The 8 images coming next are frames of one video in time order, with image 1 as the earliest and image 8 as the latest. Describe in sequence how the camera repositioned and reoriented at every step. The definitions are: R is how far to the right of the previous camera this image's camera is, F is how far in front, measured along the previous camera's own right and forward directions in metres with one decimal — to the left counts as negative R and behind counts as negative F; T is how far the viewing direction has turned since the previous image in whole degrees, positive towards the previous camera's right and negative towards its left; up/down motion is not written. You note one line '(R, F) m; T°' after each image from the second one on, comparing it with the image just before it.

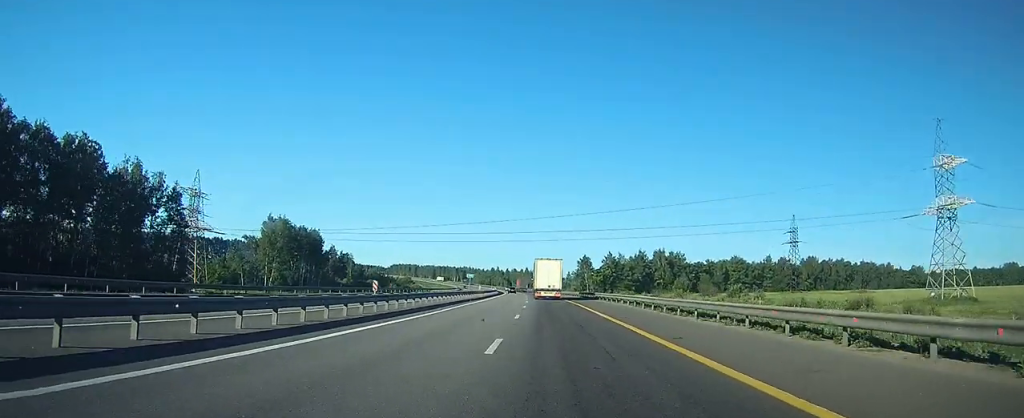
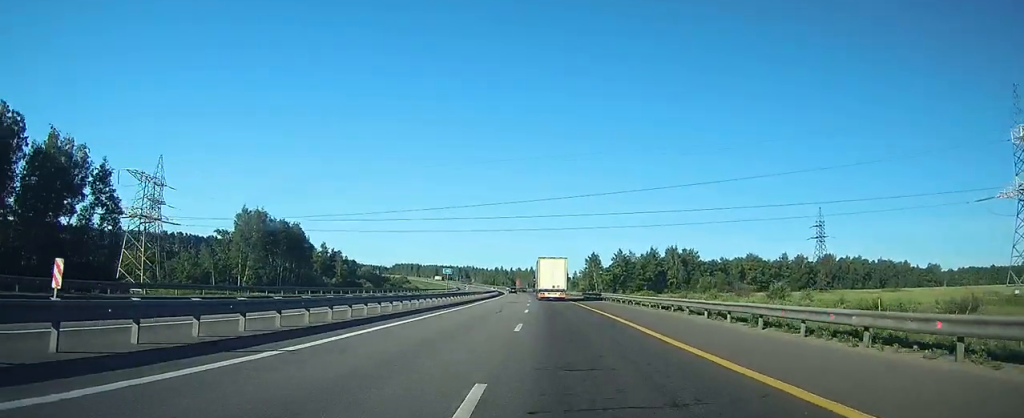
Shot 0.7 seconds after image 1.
(-0.1, +18.4) m; 0°
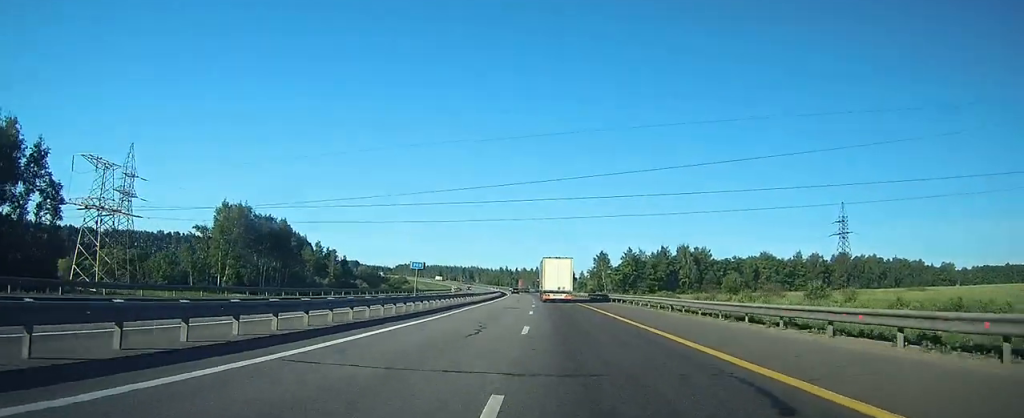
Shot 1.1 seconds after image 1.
(0.0, +12.7) m; 0°
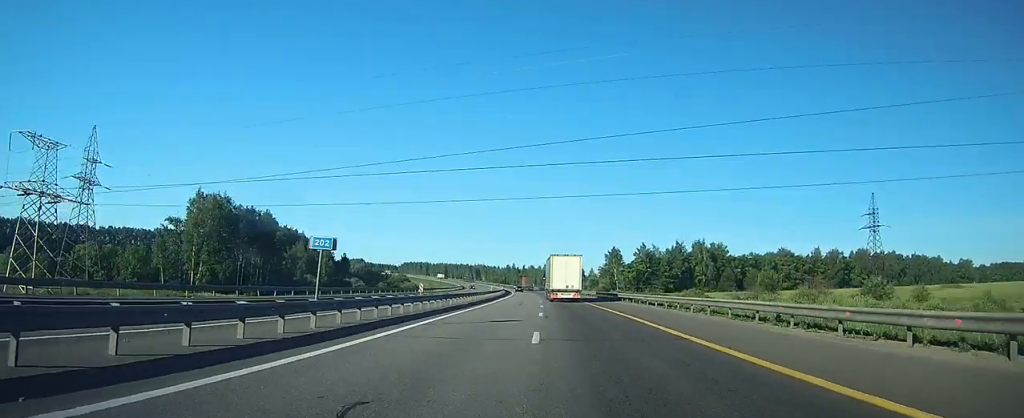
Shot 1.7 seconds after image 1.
(+0.1, +14.5) m; 0°
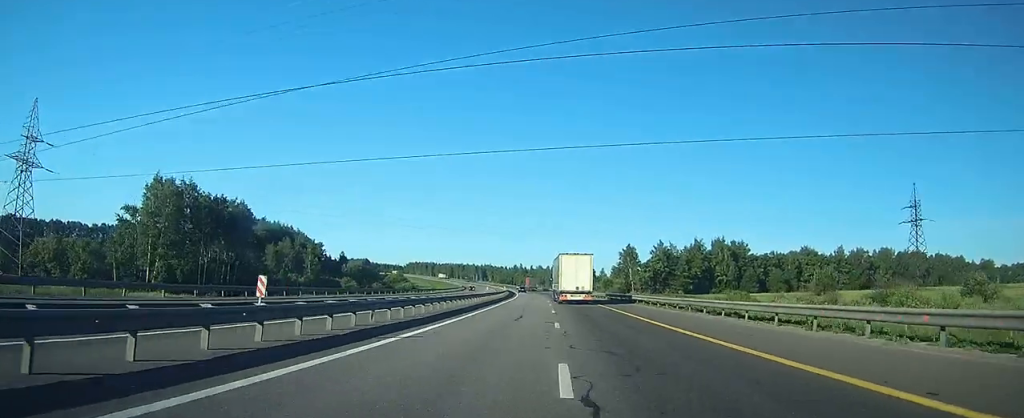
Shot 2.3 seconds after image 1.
(-0.2, +18.1) m; -1°
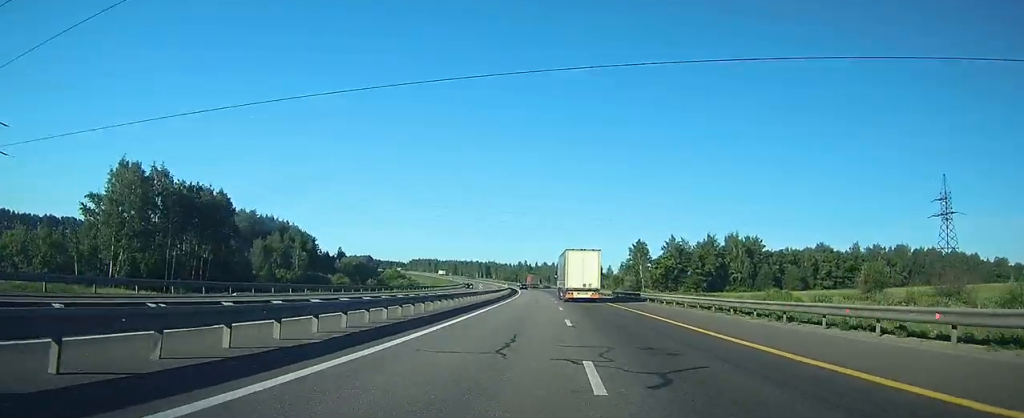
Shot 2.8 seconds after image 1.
(0.0, +11.8) m; 0°
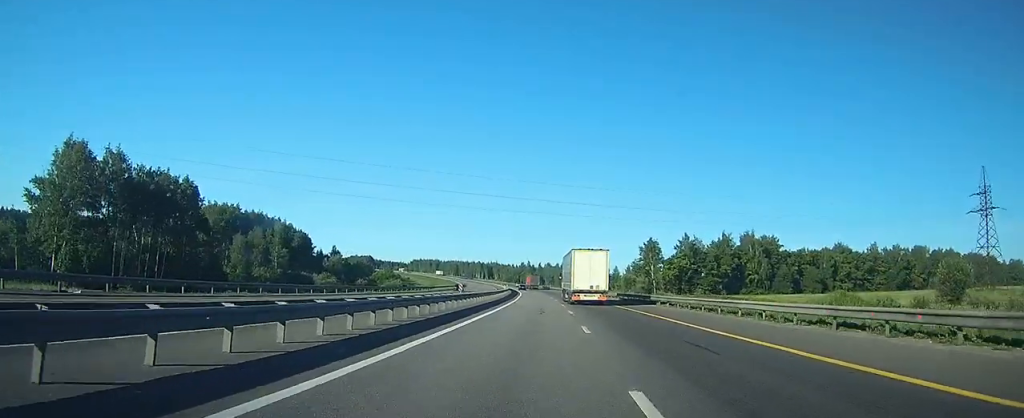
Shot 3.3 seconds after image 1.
(-0.1, +14.5) m; 0°
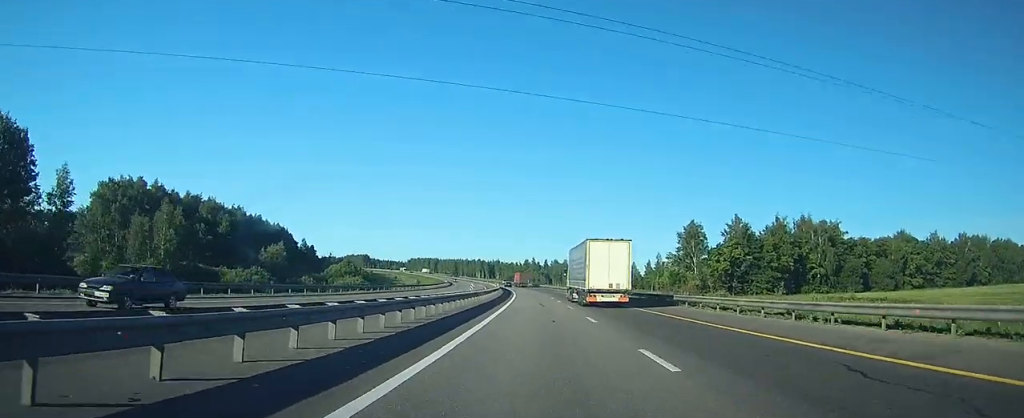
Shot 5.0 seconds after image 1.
(-0.4, +46.2) m; -1°
